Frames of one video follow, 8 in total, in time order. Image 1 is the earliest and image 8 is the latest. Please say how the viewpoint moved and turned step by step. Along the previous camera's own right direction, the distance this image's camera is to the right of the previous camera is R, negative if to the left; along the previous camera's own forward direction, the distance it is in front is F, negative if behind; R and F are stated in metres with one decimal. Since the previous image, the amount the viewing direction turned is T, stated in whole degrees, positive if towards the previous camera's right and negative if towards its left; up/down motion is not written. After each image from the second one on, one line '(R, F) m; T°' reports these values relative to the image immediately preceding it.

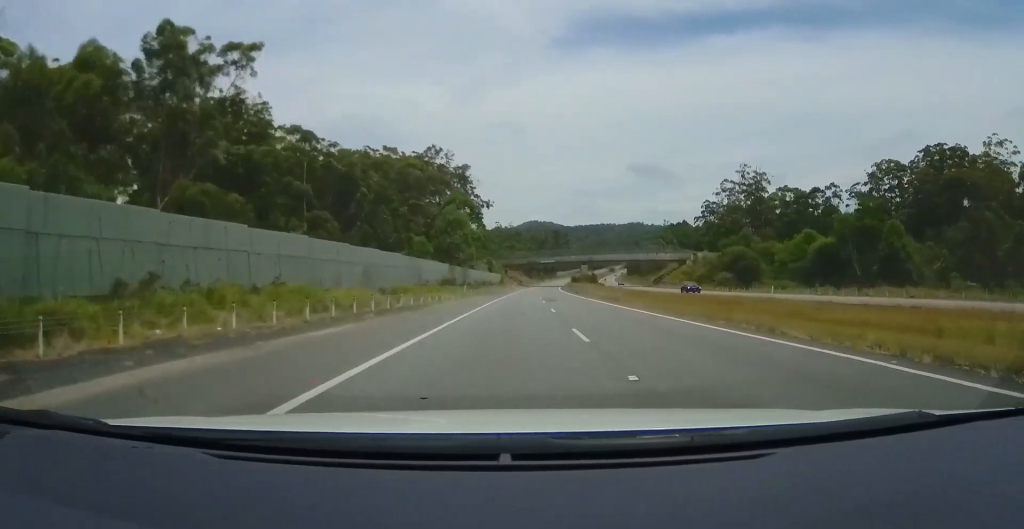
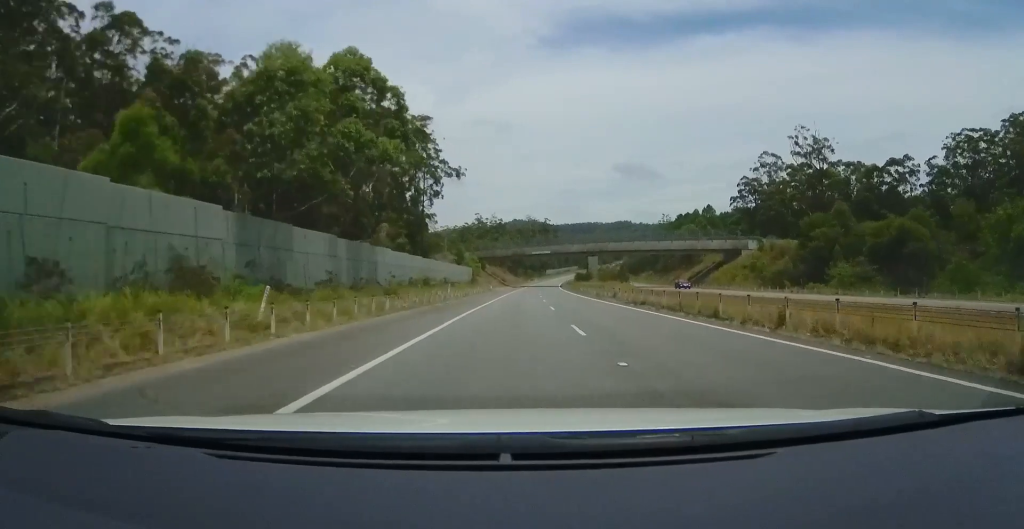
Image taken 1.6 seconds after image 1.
(-0.4, +47.4) m; 0°
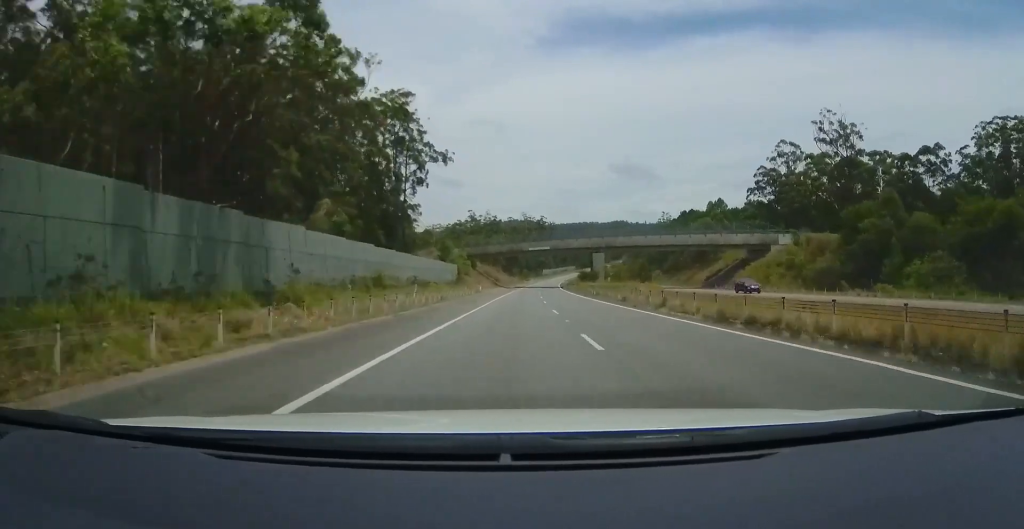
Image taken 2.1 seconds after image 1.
(-0.1, +14.2) m; 0°
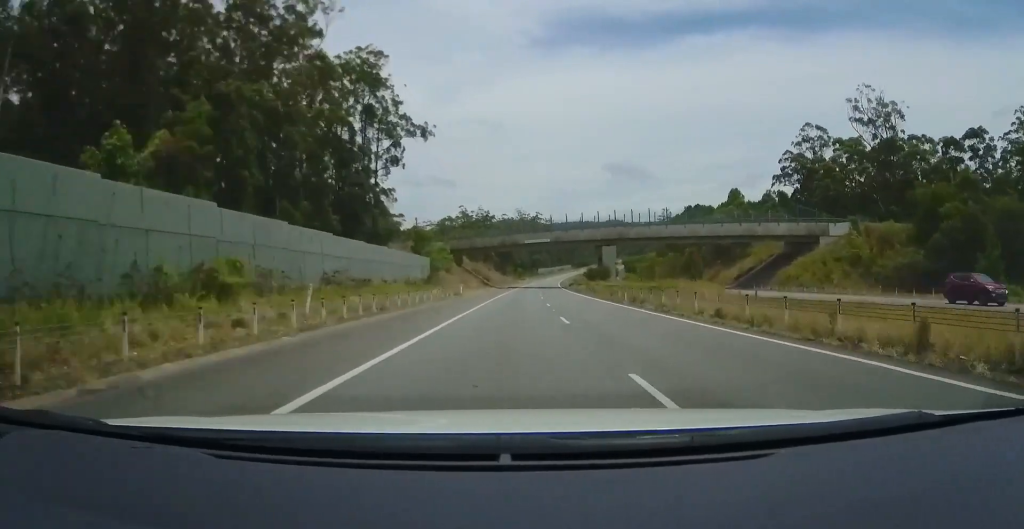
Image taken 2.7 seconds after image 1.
(+0.2, +17.7) m; +1°
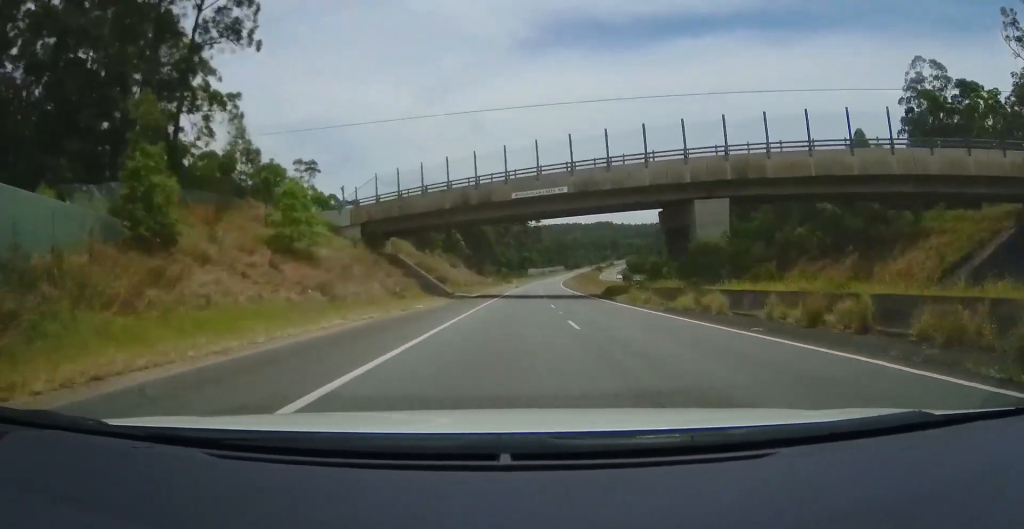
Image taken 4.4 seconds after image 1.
(+0.8, +50.5) m; +2°
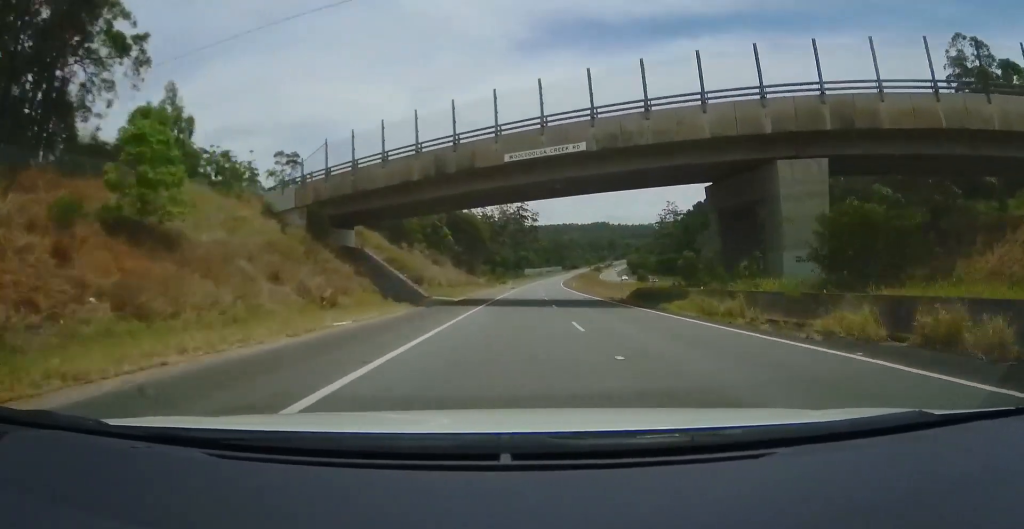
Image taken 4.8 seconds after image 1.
(-0.1, +12.9) m; +1°
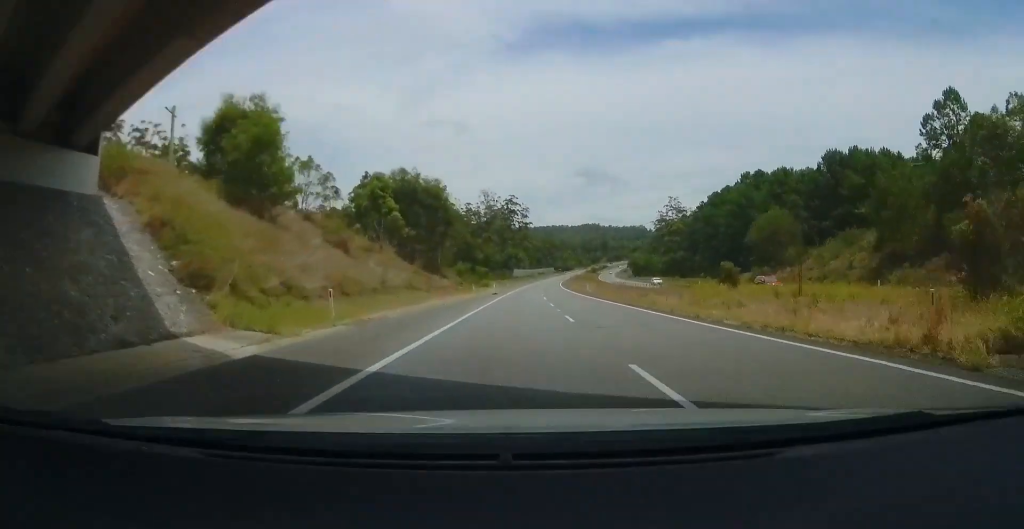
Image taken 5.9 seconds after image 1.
(+0.6, +31.6) m; +2°
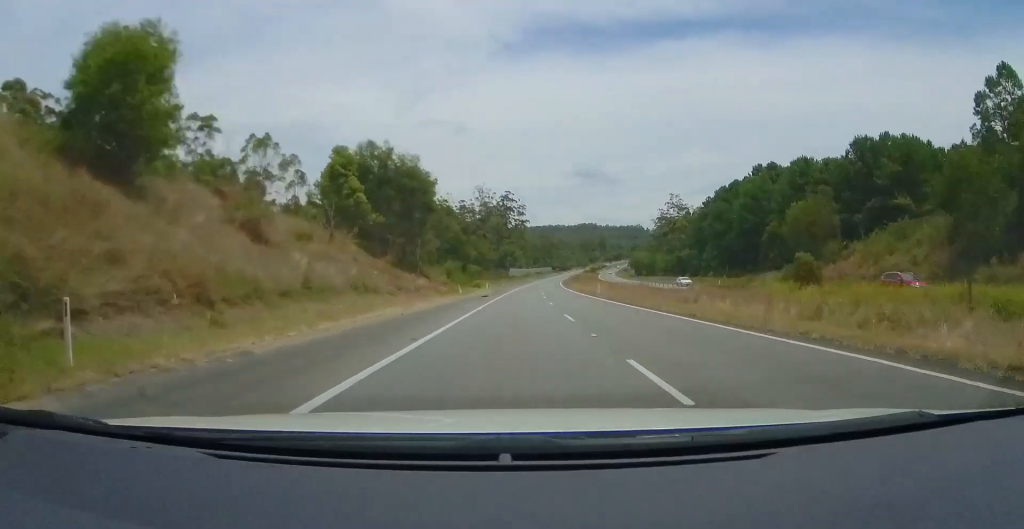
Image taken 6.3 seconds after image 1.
(+0.1, +11.7) m; 0°
